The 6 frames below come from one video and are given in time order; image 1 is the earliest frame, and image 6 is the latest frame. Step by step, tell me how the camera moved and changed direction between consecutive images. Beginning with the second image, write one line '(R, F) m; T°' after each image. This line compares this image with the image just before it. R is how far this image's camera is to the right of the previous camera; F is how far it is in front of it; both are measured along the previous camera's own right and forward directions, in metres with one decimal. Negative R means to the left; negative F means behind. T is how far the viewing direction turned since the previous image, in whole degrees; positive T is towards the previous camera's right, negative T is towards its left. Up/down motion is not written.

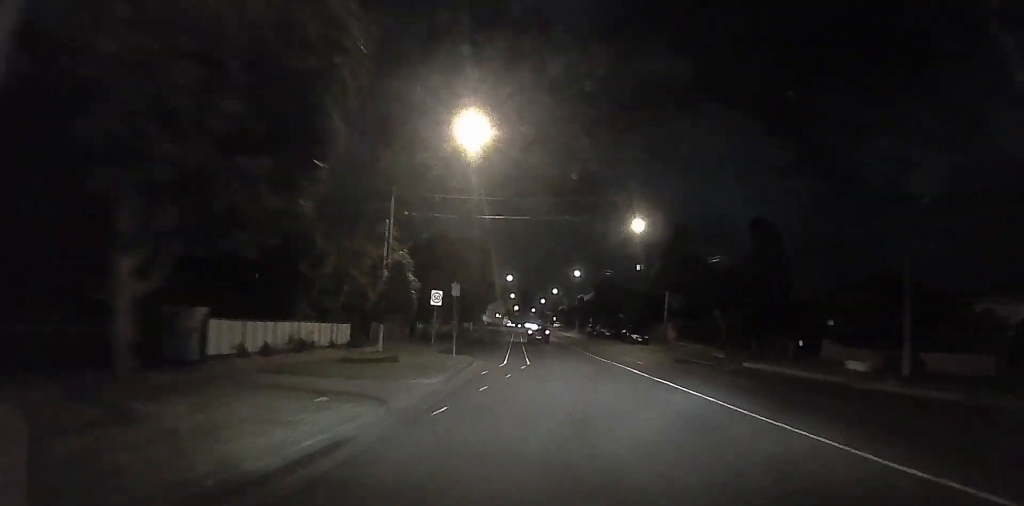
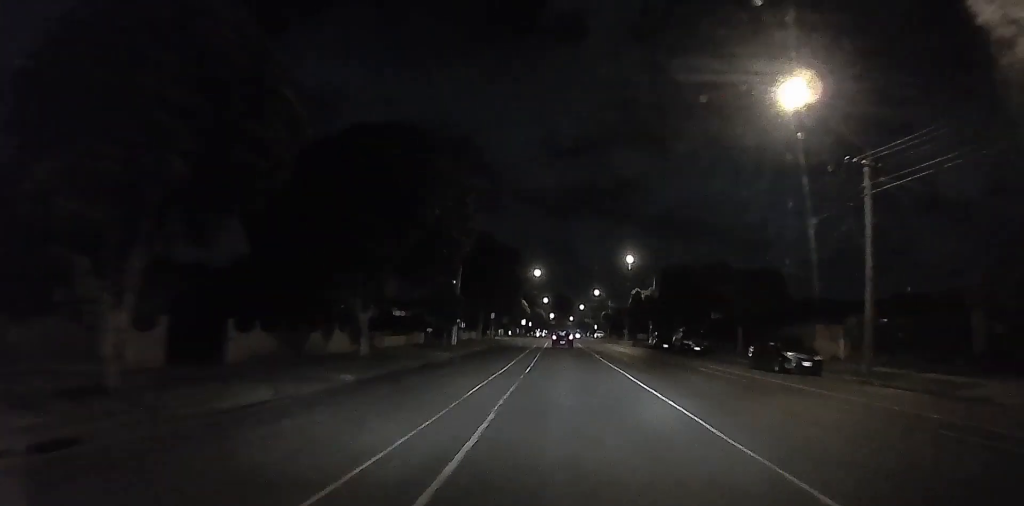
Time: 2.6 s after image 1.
(-2.3, +39.8) m; -5°
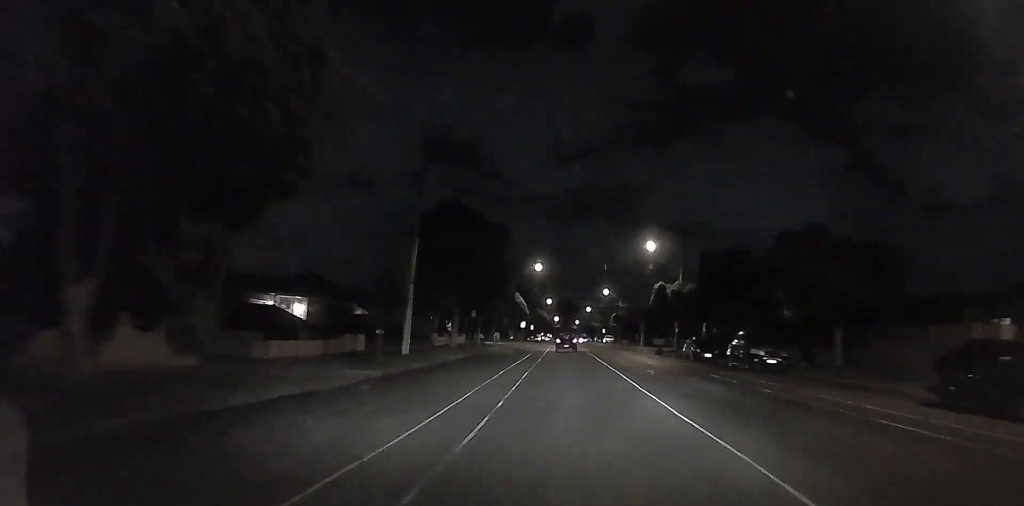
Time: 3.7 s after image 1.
(0.0, +16.6) m; -1°
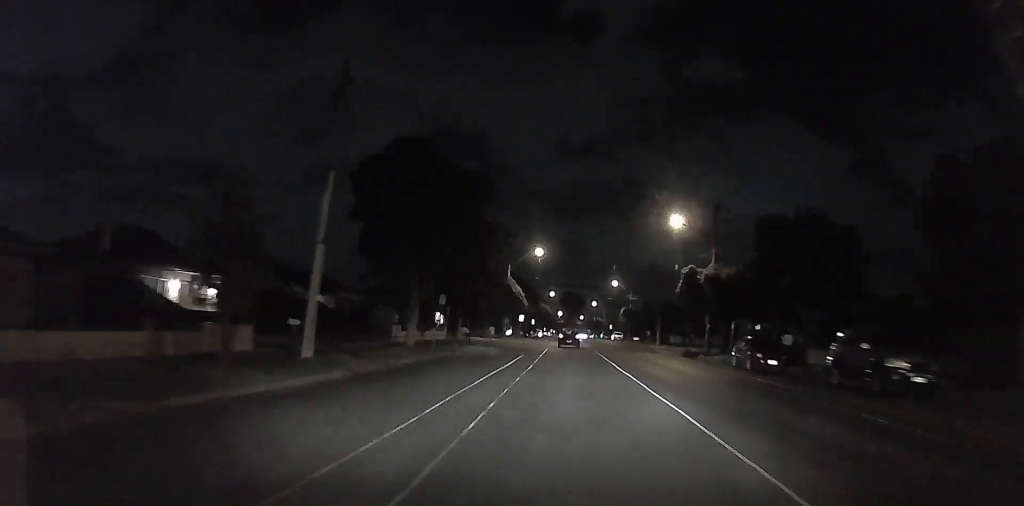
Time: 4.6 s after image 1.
(-0.2, +11.0) m; -1°
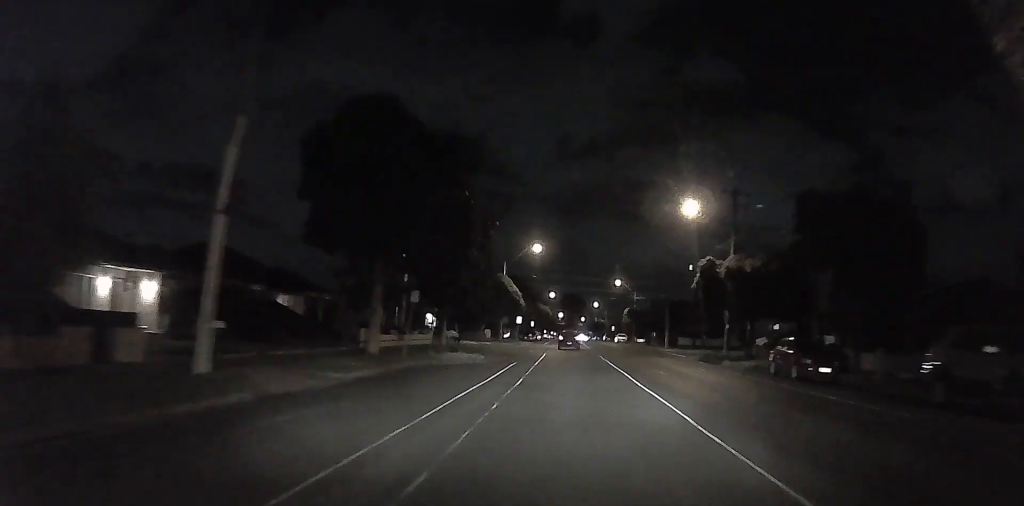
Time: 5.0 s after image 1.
(0.0, +5.0) m; 0°
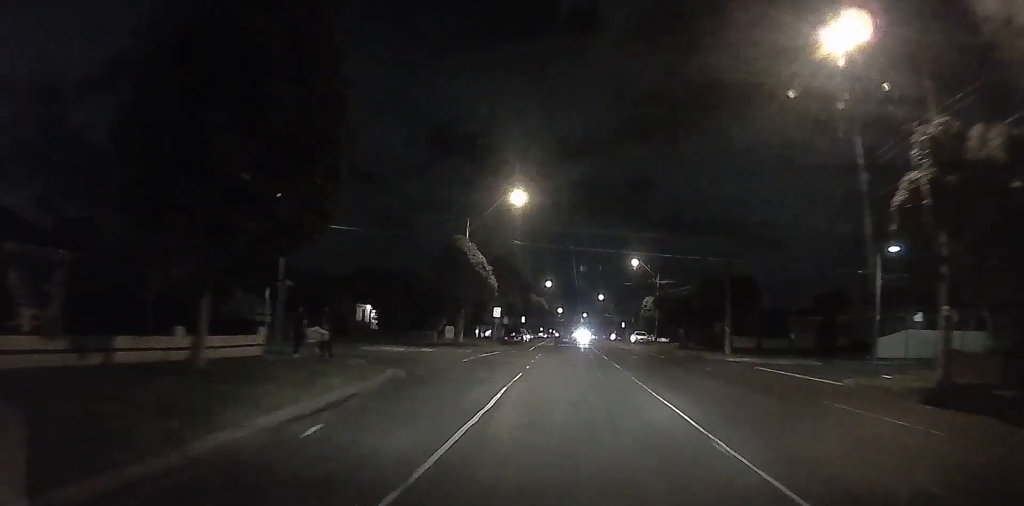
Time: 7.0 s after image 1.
(+0.4, +24.1) m; -1°
